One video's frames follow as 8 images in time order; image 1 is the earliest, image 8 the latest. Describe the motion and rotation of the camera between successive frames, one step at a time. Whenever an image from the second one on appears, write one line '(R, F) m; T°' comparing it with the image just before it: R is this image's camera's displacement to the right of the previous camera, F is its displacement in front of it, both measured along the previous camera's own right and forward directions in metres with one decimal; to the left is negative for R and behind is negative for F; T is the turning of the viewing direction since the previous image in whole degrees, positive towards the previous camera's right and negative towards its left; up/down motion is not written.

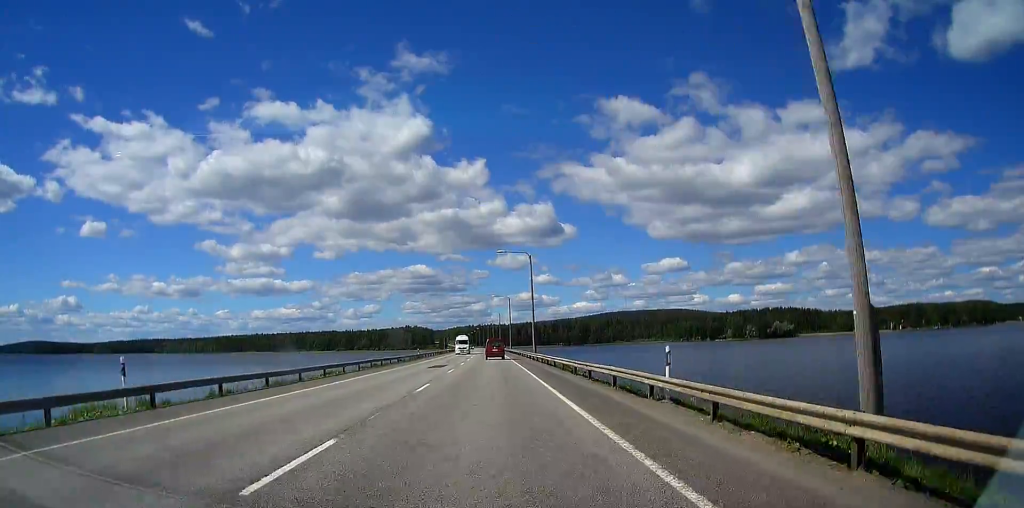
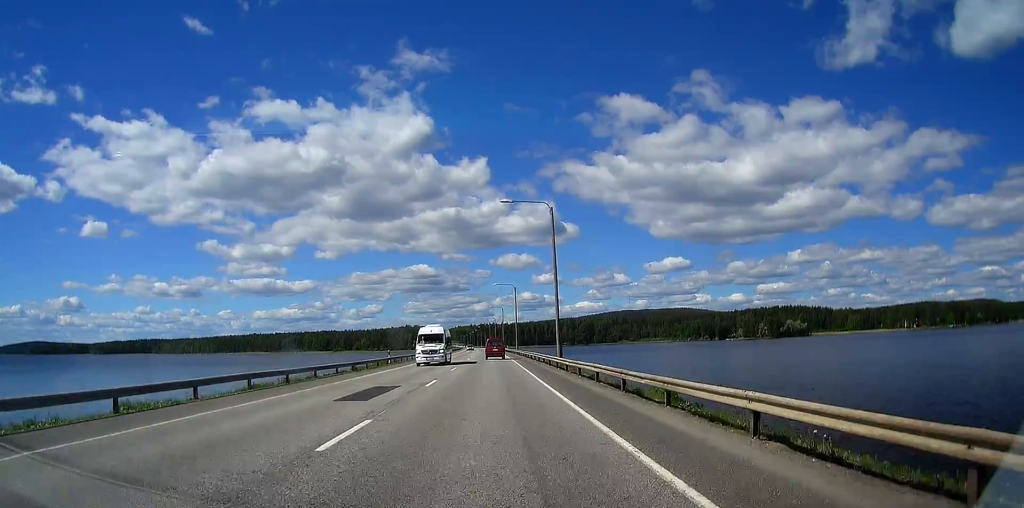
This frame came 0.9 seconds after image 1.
(-0.3, +21.5) m; 0°
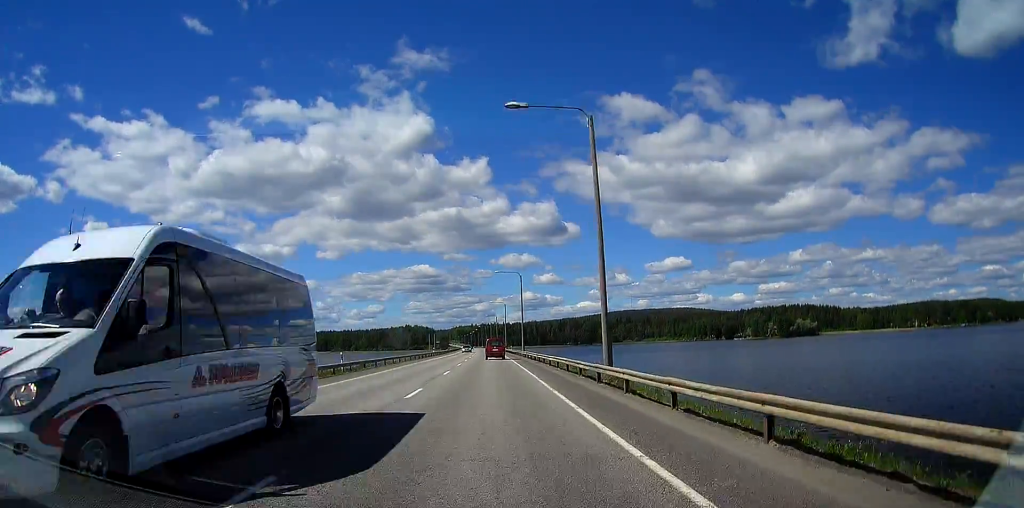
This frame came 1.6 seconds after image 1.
(+0.1, +16.4) m; 0°
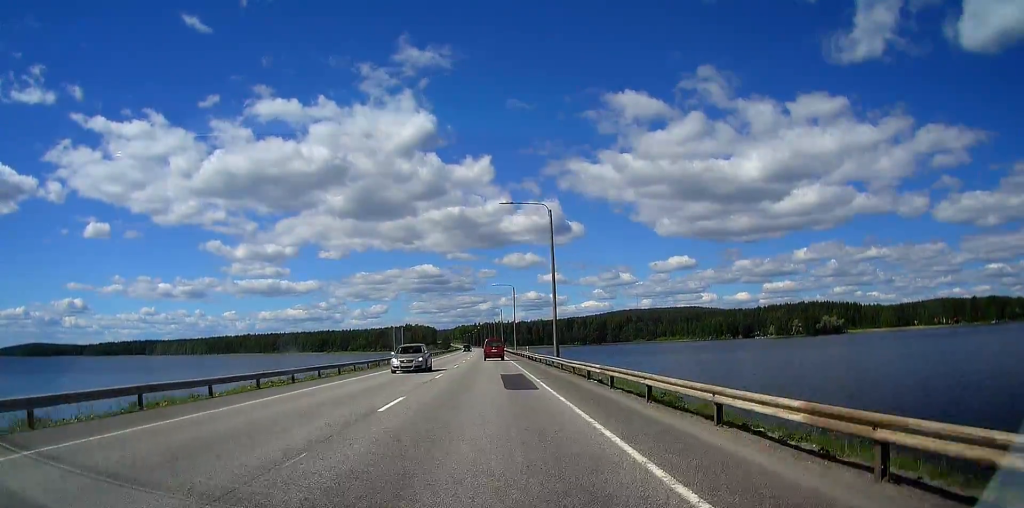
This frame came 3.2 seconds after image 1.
(-0.2, +38.3) m; -1°
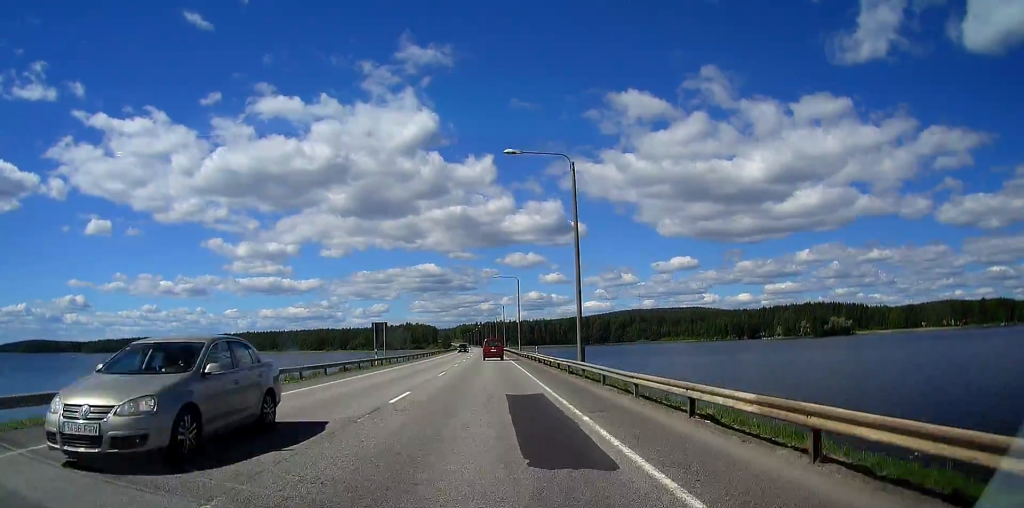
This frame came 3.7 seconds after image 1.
(0.0, +10.9) m; 0°
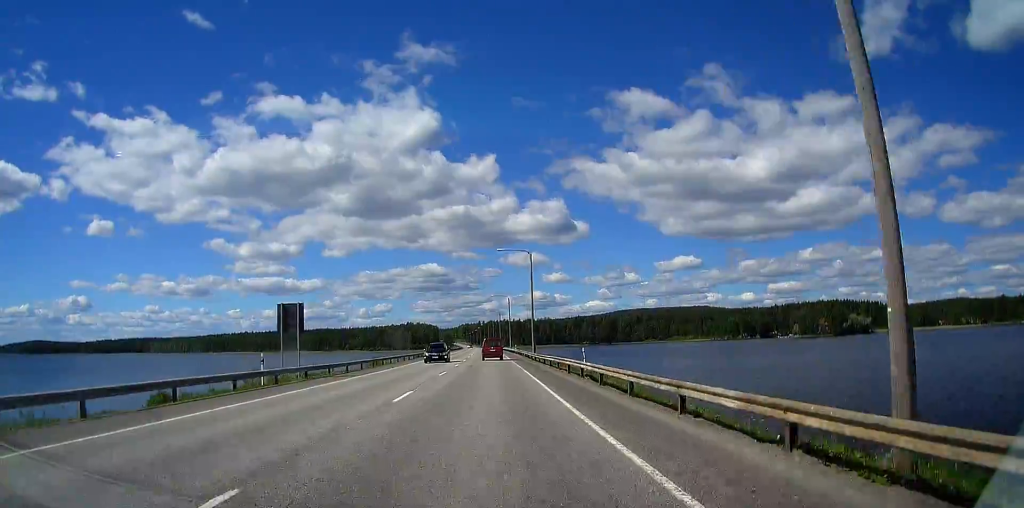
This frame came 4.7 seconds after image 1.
(0.0, +23.5) m; 0°
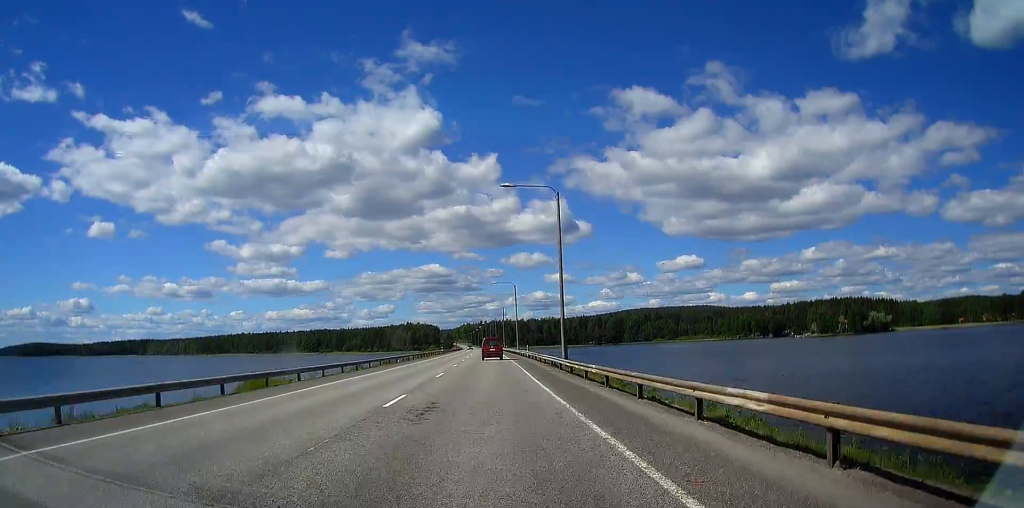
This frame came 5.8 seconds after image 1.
(0.0, +24.8) m; -1°
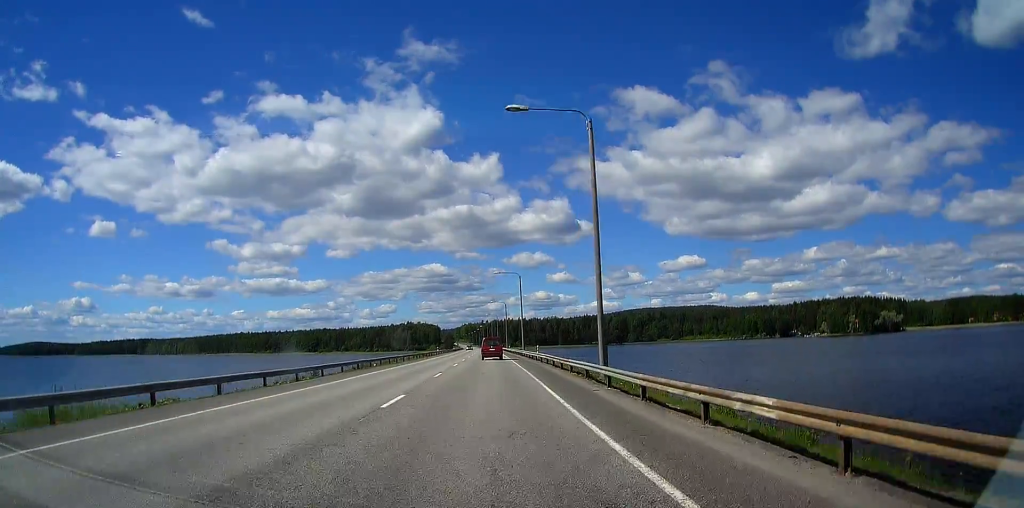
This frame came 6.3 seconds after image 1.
(0.0, +12.2) m; 0°
